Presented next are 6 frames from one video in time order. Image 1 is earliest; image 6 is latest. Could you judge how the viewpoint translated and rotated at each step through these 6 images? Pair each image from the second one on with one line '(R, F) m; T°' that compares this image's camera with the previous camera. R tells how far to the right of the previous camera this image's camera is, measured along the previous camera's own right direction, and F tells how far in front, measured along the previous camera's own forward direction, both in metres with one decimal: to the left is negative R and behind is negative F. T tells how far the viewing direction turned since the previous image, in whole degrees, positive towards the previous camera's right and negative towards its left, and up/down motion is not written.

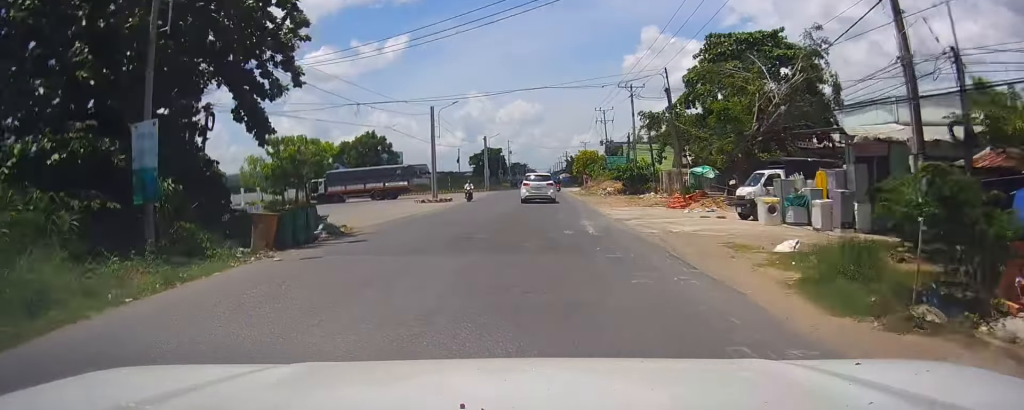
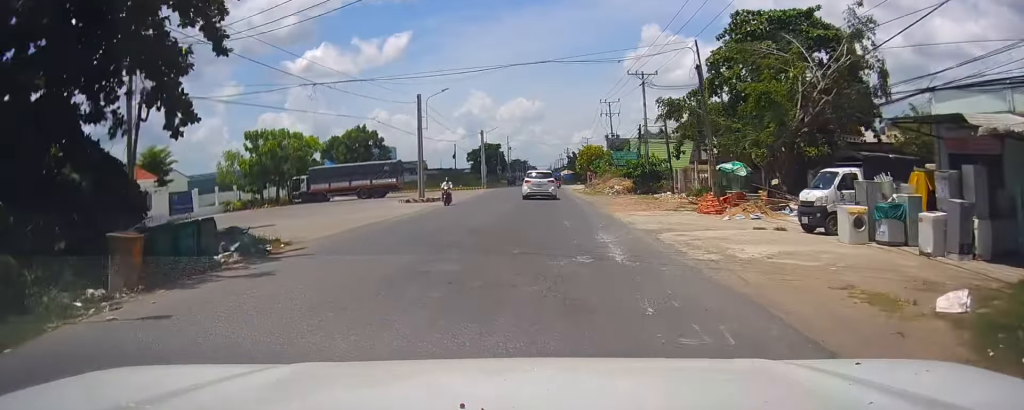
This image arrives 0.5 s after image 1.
(-0.4, +5.8) m; 0°
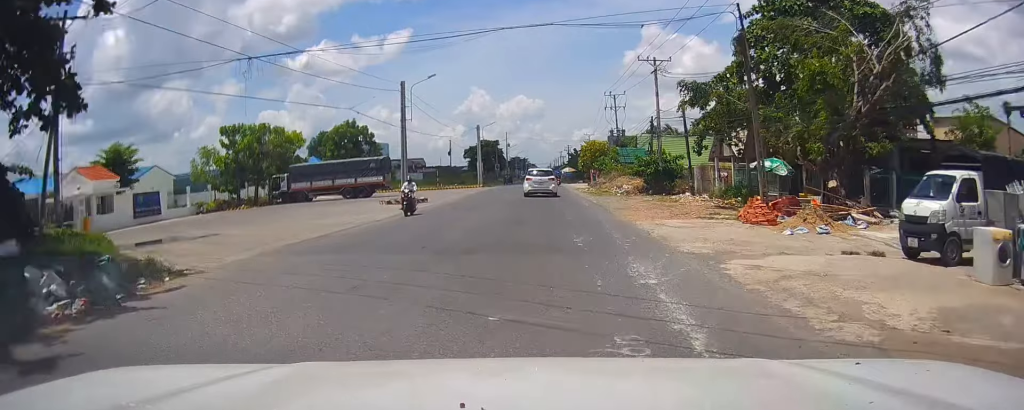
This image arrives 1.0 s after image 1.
(-0.3, +6.5) m; 0°
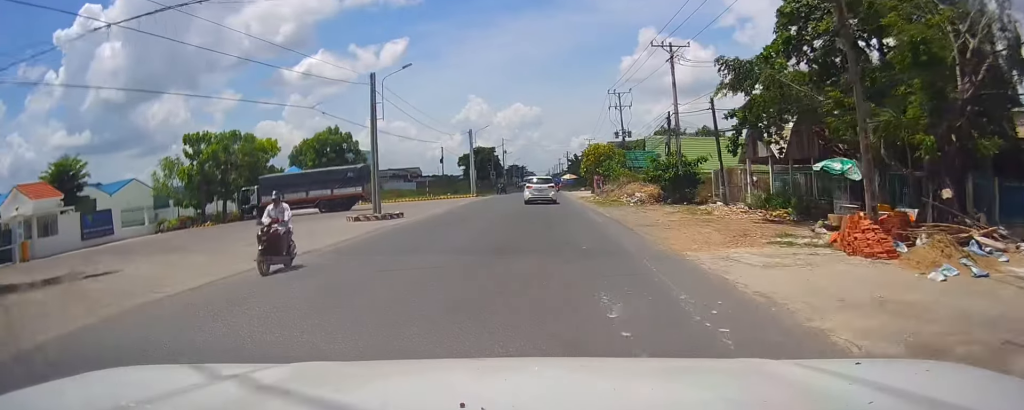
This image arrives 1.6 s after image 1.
(+0.5, +6.9) m; 0°
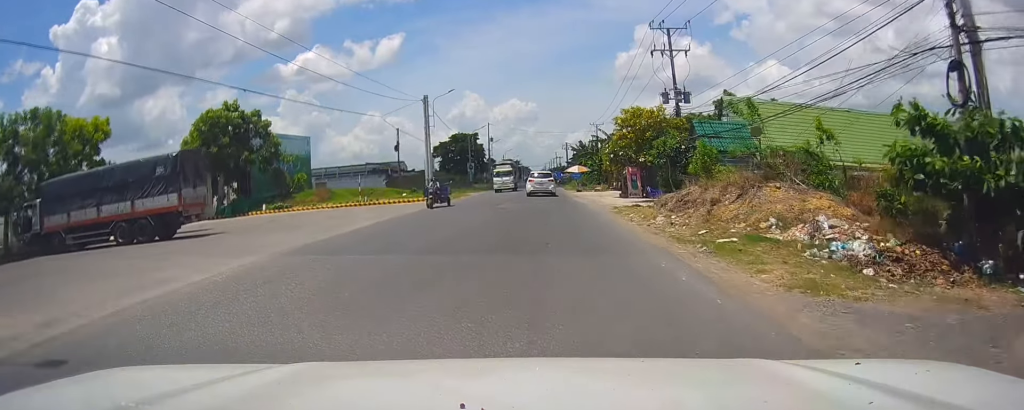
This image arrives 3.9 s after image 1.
(+0.4, +29.2) m; +3°
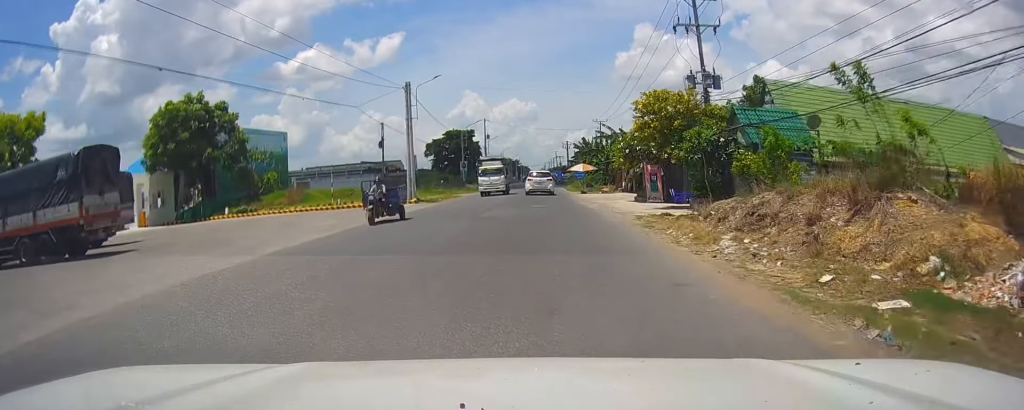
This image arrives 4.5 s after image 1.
(-0.1, +6.9) m; -1°
